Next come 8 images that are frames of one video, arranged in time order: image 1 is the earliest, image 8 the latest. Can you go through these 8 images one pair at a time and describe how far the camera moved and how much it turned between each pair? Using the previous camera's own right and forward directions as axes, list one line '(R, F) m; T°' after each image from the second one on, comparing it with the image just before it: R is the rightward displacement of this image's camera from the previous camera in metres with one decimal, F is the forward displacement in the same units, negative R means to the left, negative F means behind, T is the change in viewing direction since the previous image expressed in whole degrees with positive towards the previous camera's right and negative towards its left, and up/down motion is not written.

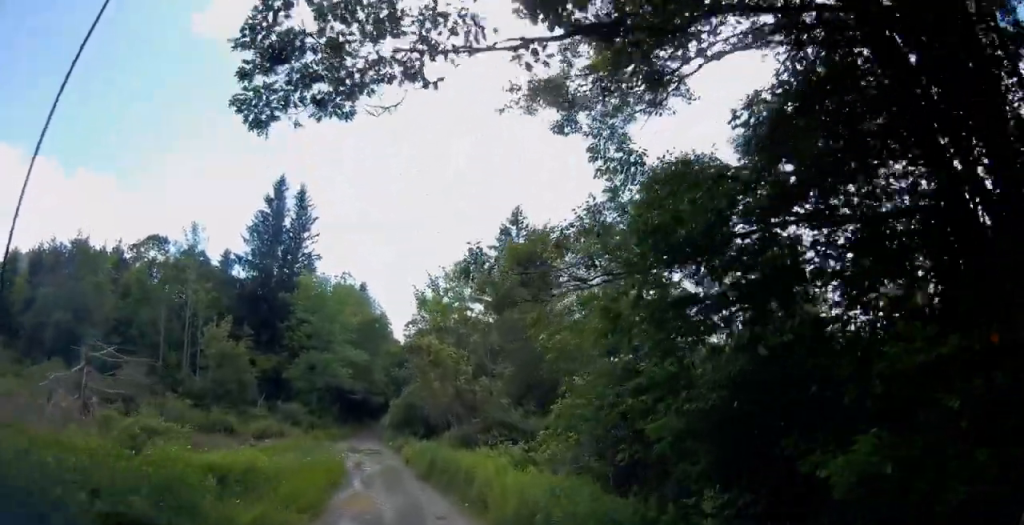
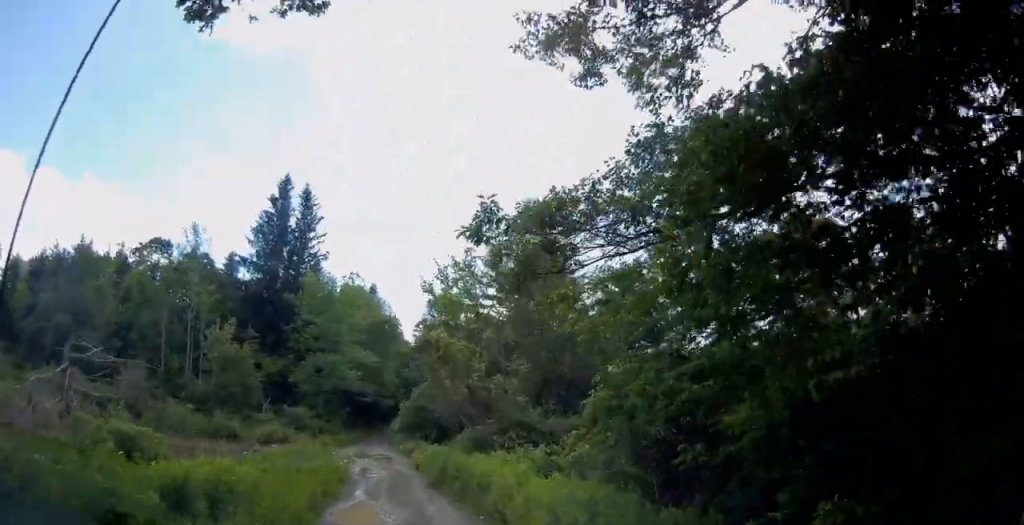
(+0.2, +2.1) m; -2°
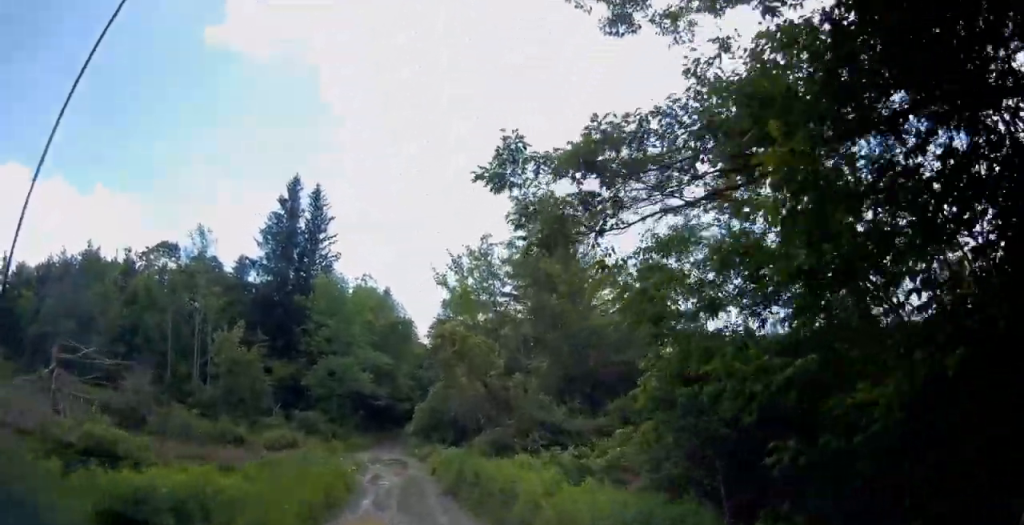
(-0.1, +2.0) m; -3°
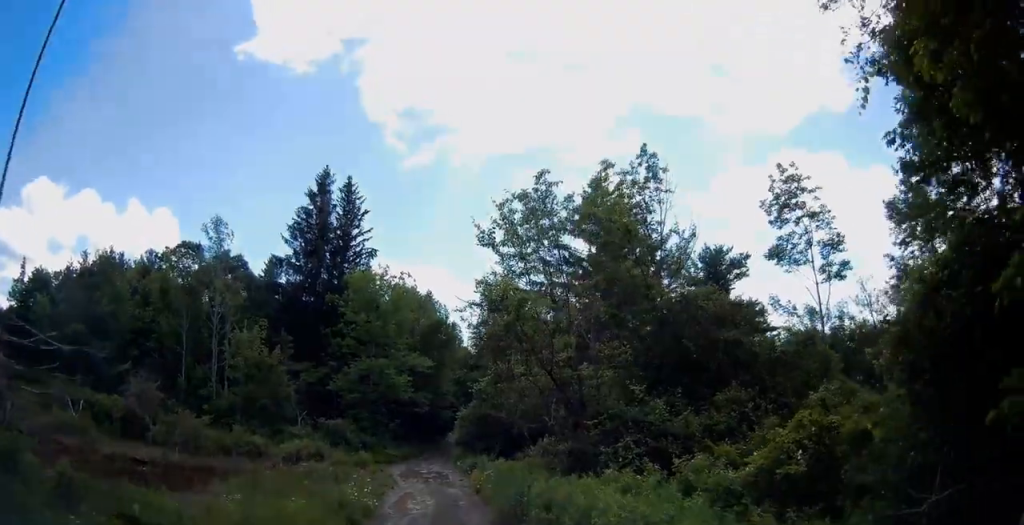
(-0.4, +5.8) m; -8°
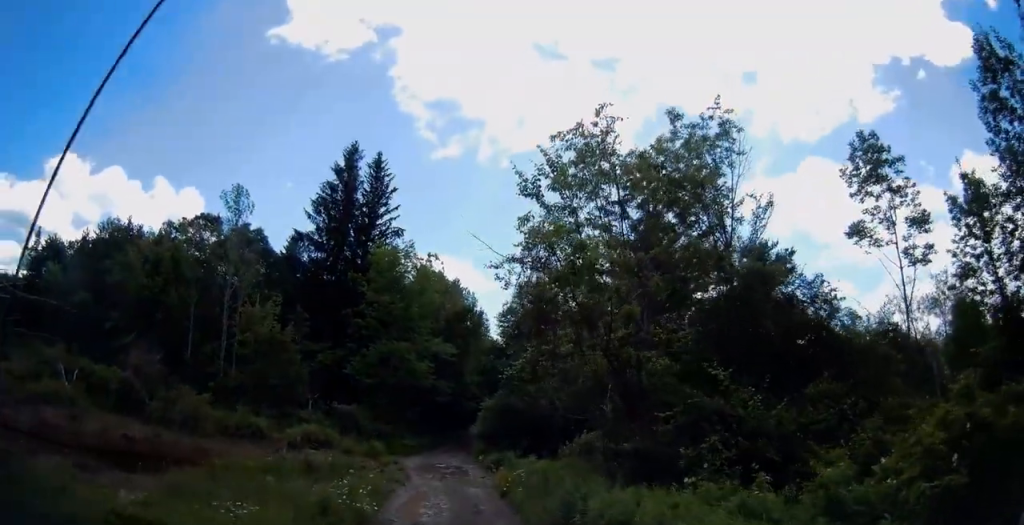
(-0.3, +3.3) m; -3°
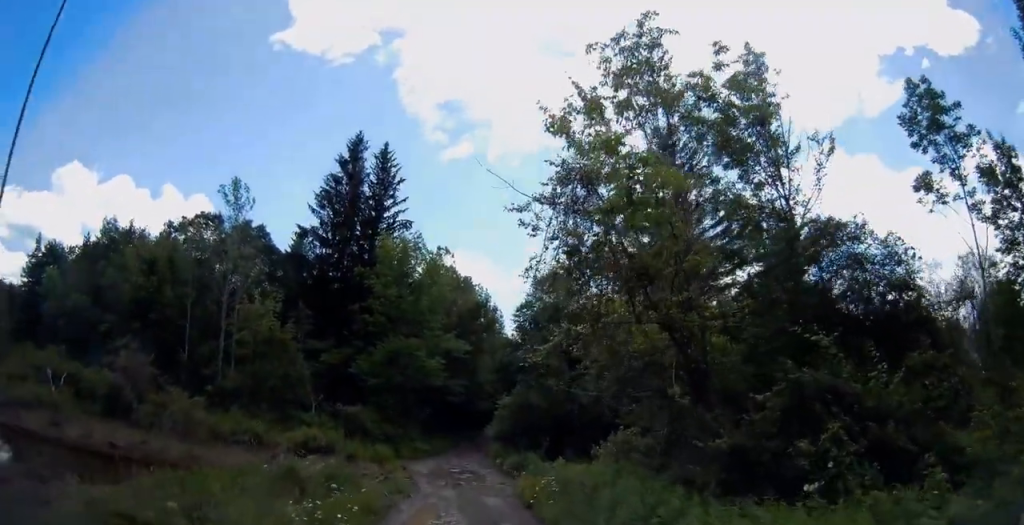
(0.0, +3.1) m; -3°
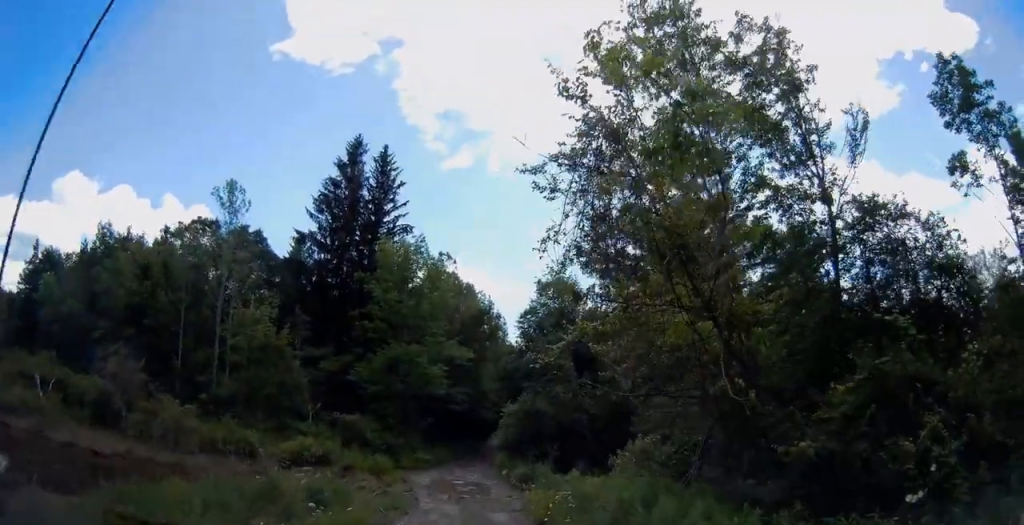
(-0.1, +1.6) m; -4°
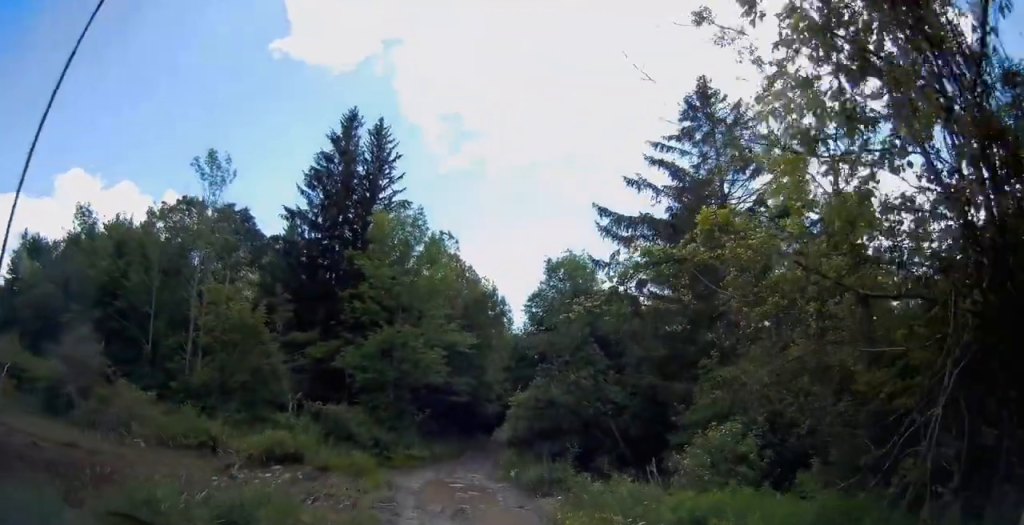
(0.0, +4.7) m; +4°
